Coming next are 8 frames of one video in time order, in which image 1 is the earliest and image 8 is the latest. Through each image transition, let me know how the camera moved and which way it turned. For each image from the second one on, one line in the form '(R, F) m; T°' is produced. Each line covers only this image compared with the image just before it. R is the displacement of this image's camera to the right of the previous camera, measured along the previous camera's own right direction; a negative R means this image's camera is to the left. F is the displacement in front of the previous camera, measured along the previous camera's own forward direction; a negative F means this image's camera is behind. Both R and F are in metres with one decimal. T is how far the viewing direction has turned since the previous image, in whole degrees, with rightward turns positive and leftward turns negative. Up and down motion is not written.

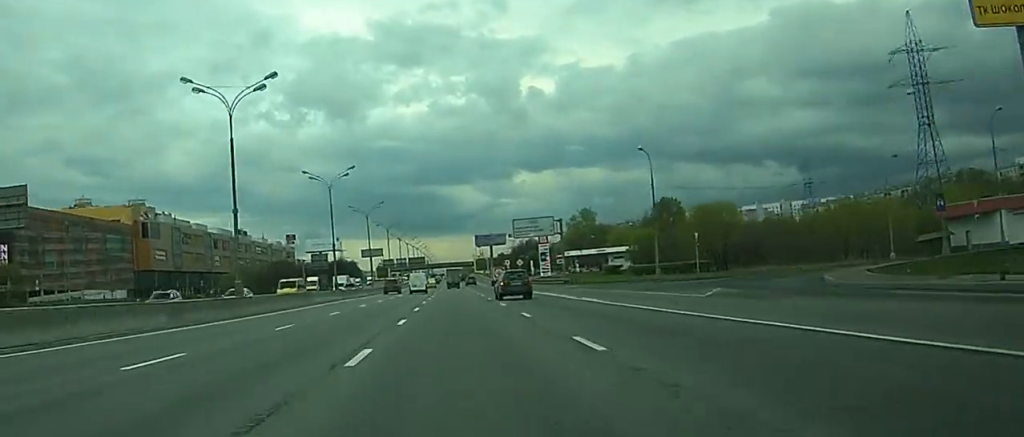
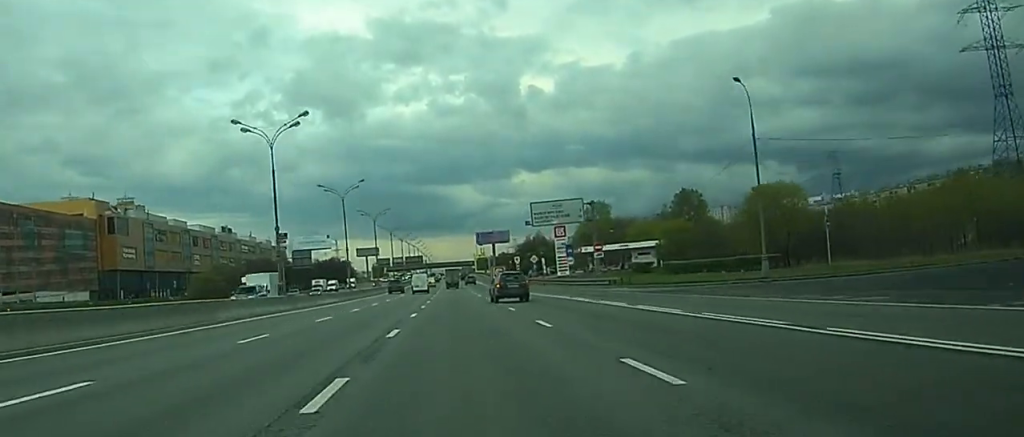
(-0.2, +25.4) m; -1°
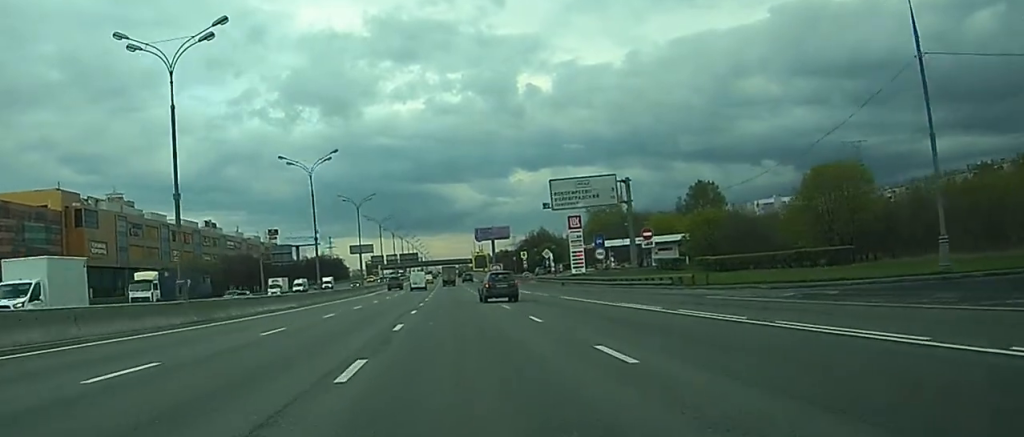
(+0.1, +19.9) m; +1°
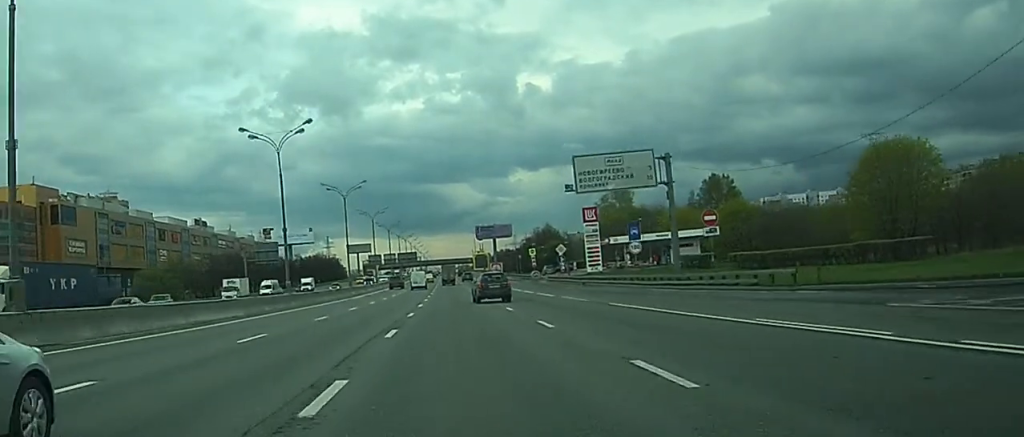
(+0.1, +14.3) m; +1°
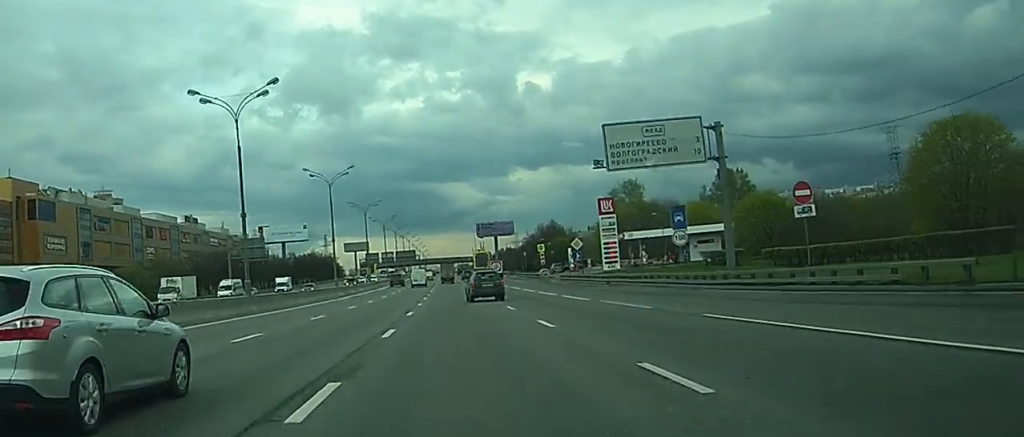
(+0.1, +12.3) m; 0°
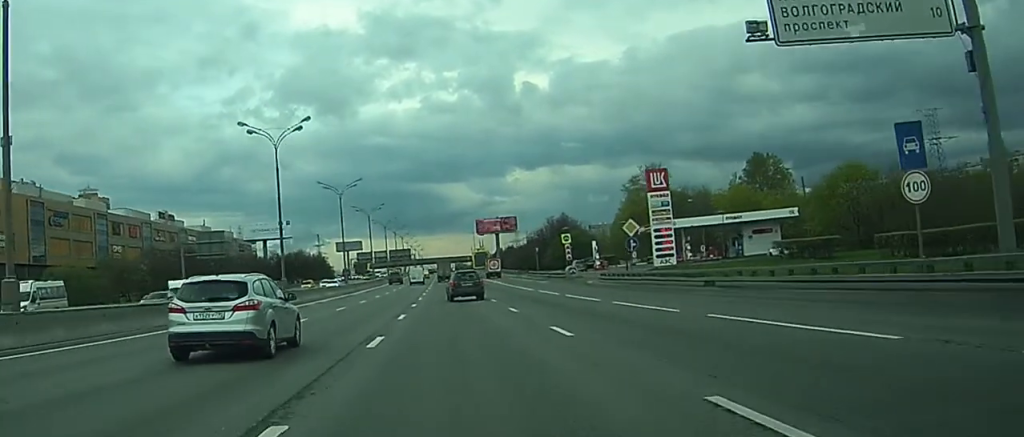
(-0.1, +27.3) m; 0°
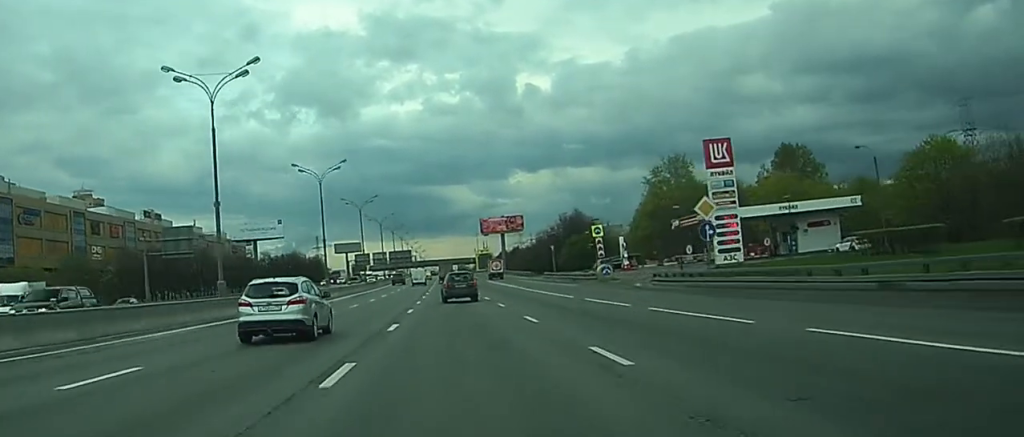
(0.0, +17.9) m; +1°
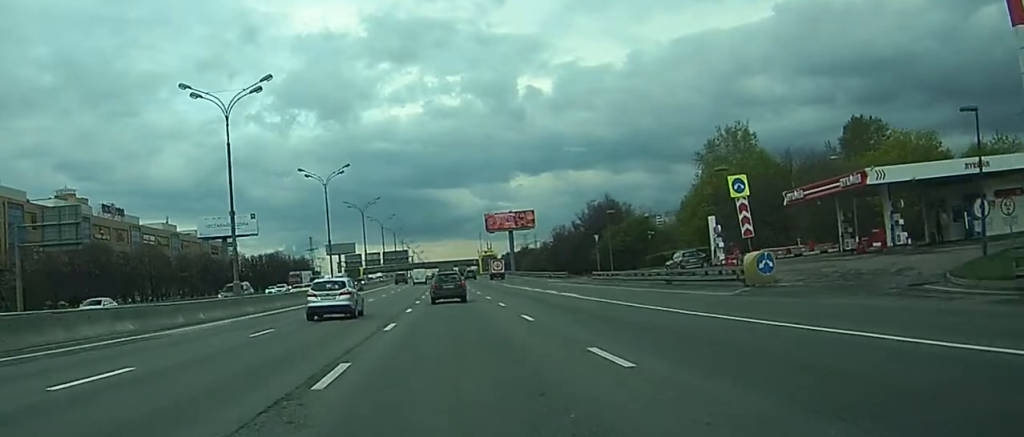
(+0.2, +36.6) m; 0°
